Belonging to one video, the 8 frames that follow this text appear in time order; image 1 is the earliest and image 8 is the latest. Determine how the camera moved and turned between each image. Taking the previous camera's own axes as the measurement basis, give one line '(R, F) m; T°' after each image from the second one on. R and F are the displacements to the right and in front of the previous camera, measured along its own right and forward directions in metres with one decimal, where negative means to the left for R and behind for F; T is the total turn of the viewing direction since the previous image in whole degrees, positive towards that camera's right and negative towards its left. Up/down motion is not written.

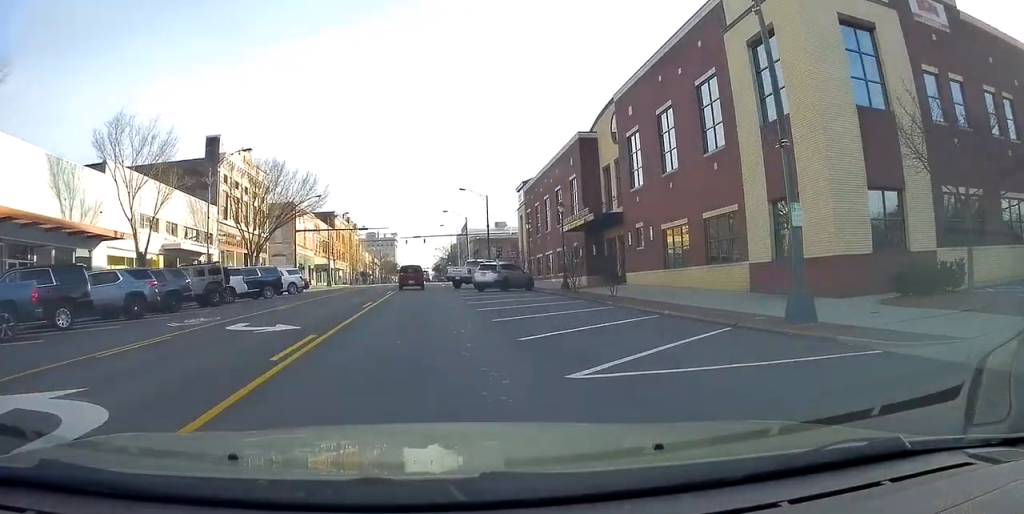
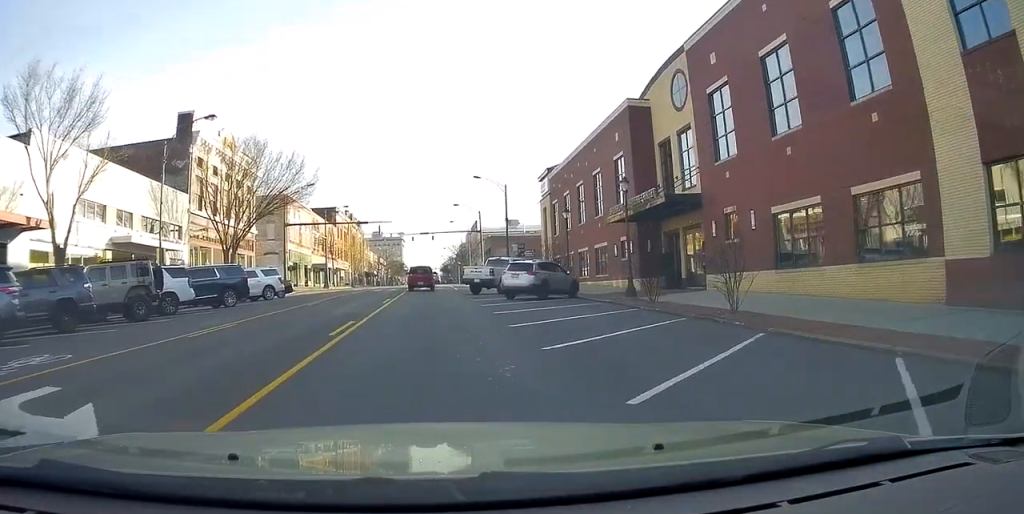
(+0.1, +8.7) m; +1°
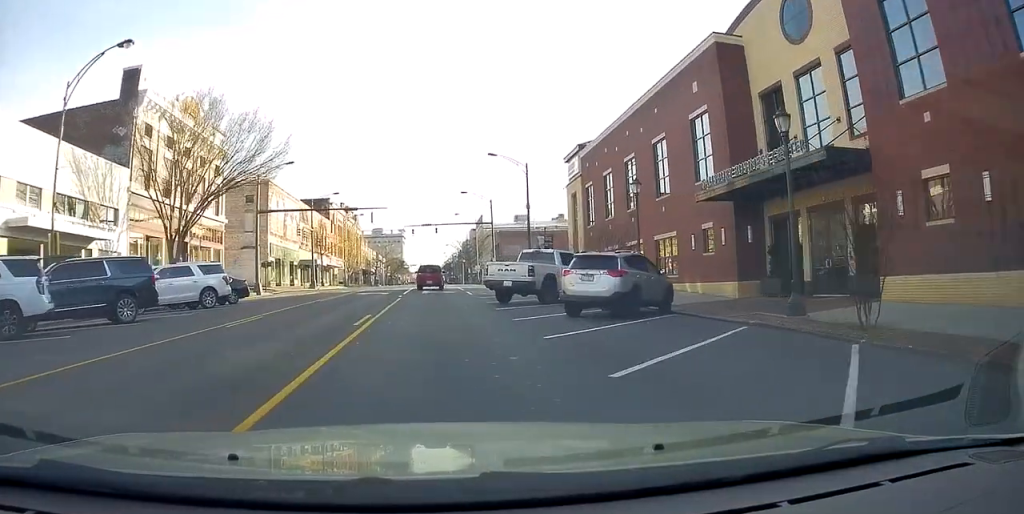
(0.0, +10.3) m; 0°
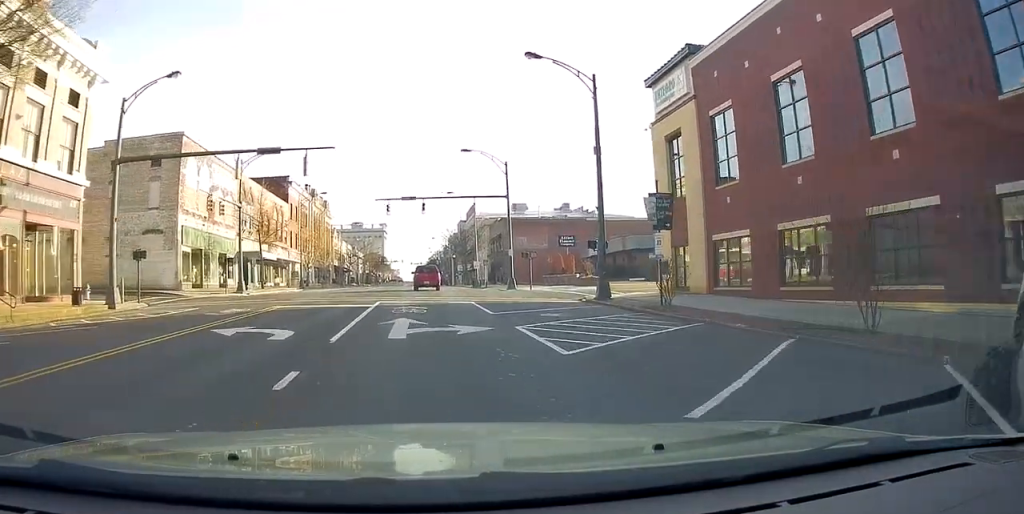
(0.0, +21.4) m; +1°
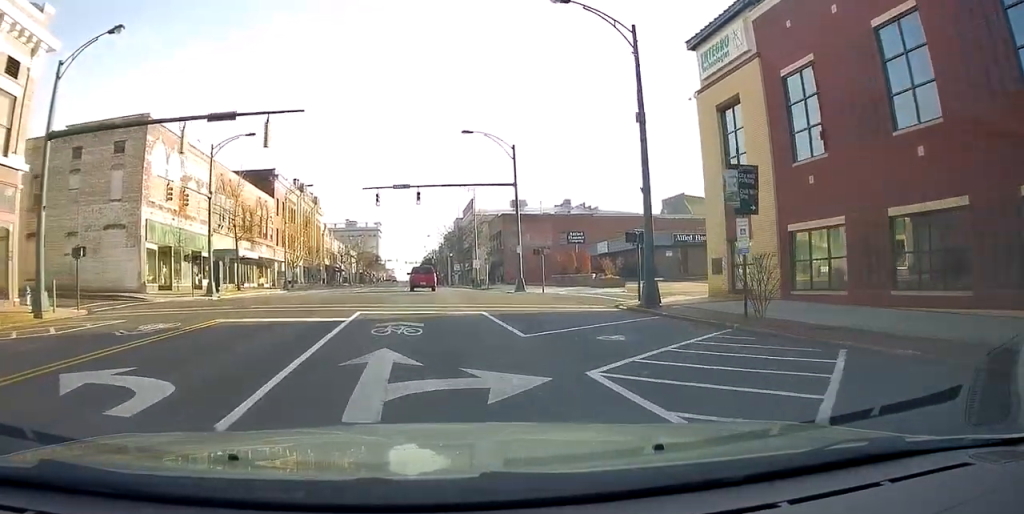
(-0.1, +5.6) m; +1°
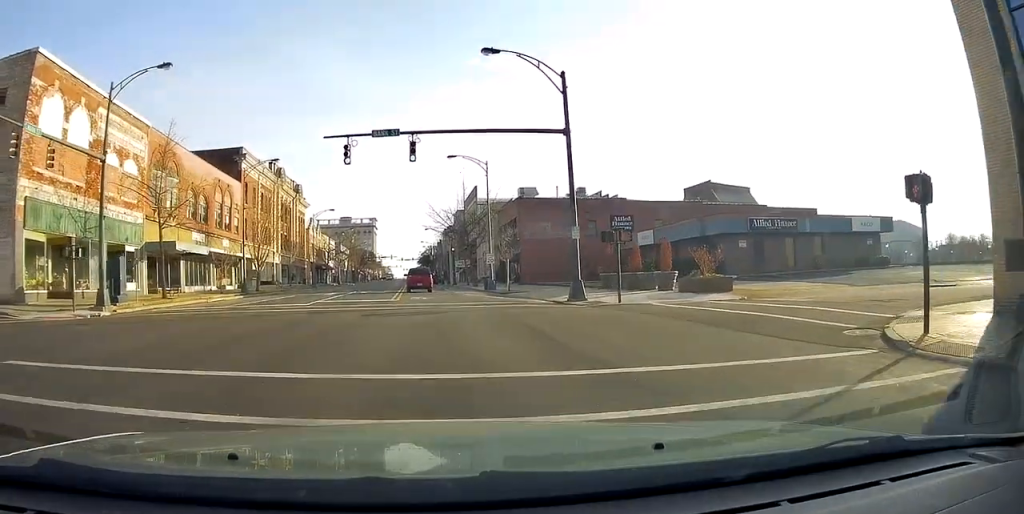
(+0.3, +13.9) m; 0°
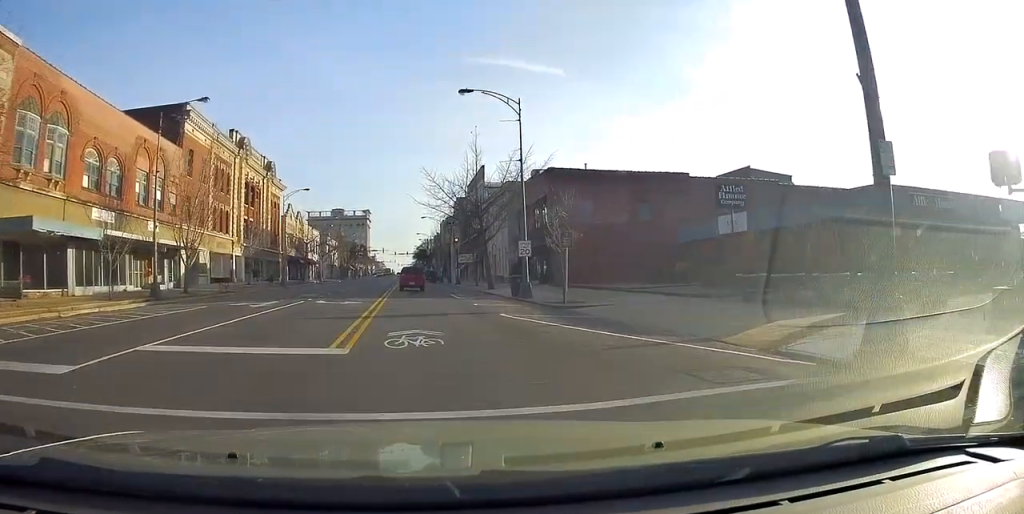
(-0.4, +16.4) m; 0°
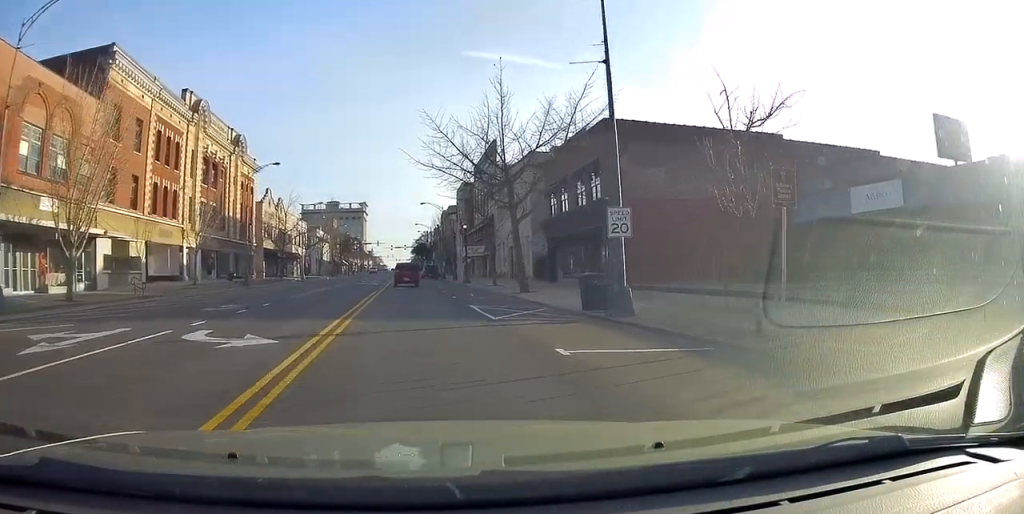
(+0.2, +13.9) m; +1°
